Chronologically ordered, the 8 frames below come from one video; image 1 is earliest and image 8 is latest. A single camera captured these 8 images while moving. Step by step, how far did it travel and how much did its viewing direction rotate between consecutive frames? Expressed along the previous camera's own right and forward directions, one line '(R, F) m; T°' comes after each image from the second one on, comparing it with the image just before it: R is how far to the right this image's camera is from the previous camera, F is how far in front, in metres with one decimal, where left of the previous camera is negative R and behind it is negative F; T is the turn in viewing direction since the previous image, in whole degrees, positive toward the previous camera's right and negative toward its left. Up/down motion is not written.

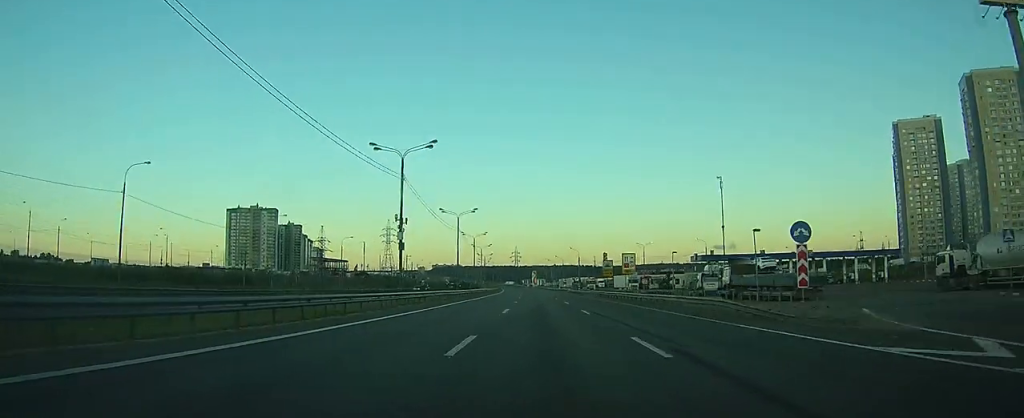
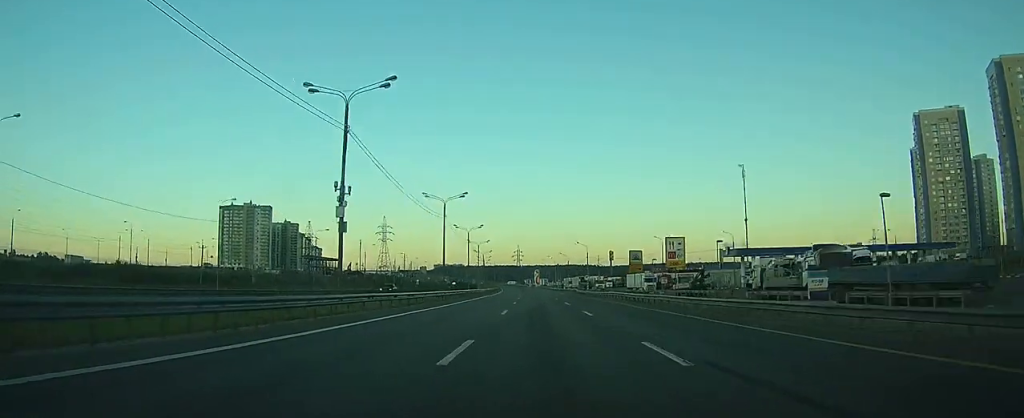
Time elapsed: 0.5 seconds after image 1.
(0.0, +17.2) m; 0°
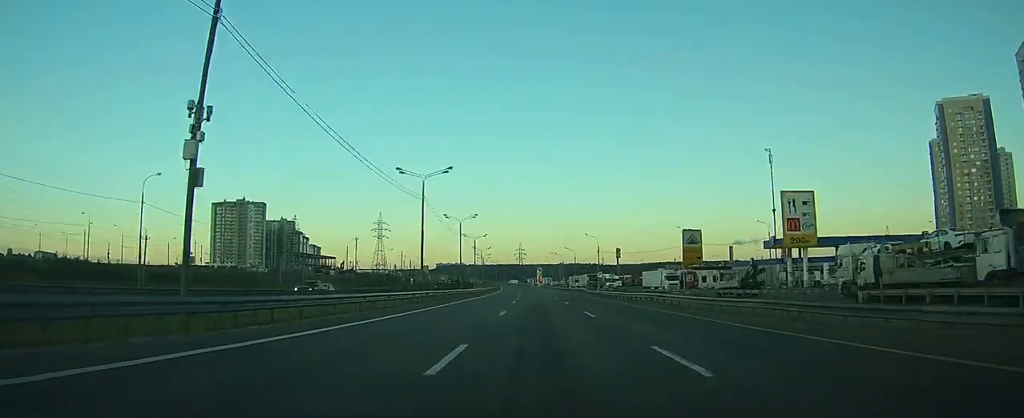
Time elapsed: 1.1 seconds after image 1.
(0.0, +17.2) m; 0°
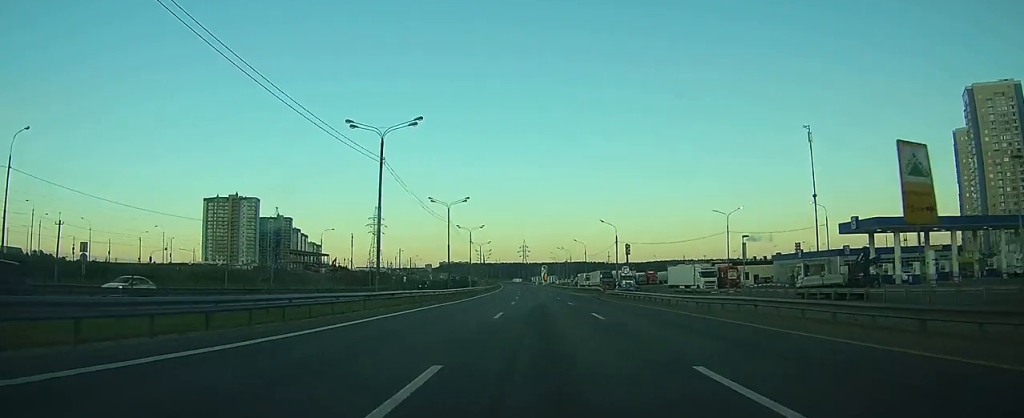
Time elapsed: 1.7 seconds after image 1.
(-0.1, +19.3) m; 0°
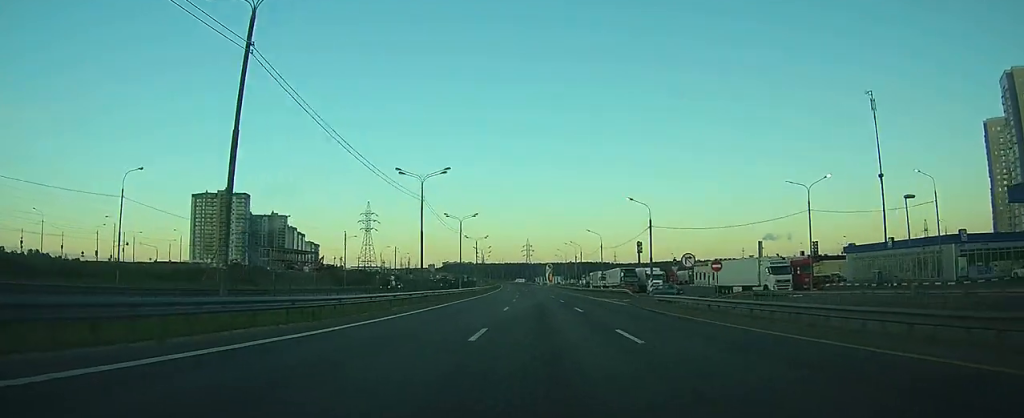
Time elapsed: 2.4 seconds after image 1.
(-0.1, +23.6) m; 0°
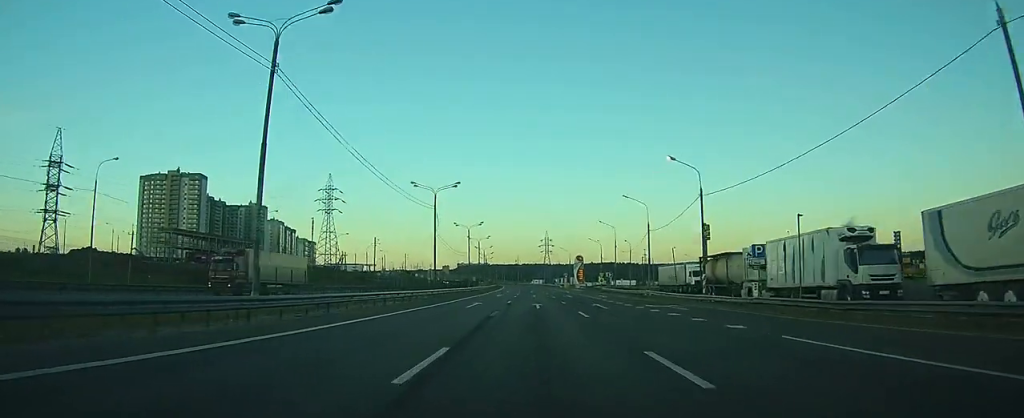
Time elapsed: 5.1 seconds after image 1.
(-1.3, +85.8) m; -2°
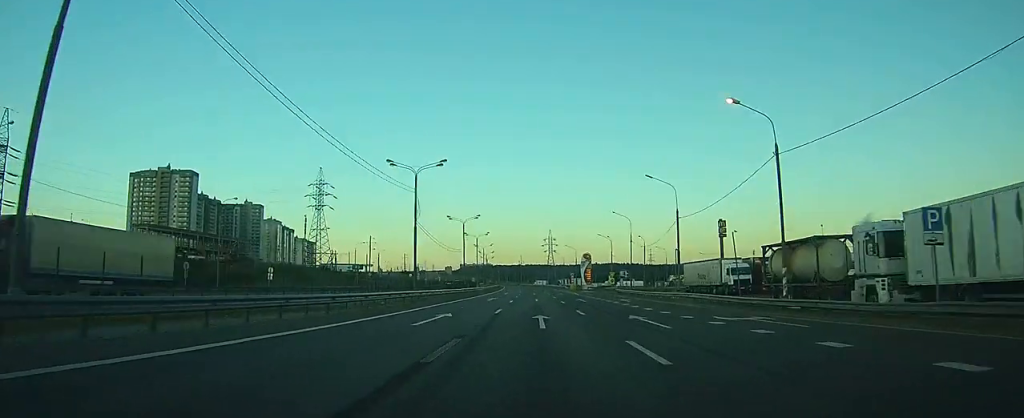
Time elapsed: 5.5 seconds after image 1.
(0.0, +14.0) m; 0°
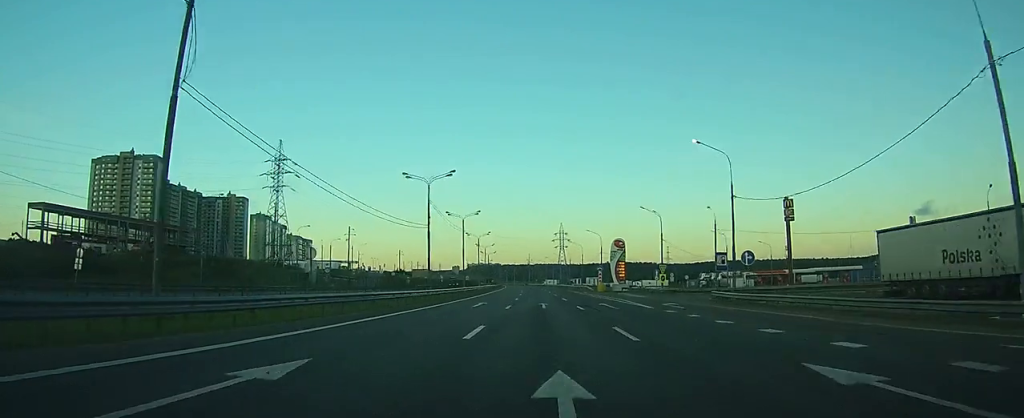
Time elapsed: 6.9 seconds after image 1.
(-0.6, +44.2) m; -1°
